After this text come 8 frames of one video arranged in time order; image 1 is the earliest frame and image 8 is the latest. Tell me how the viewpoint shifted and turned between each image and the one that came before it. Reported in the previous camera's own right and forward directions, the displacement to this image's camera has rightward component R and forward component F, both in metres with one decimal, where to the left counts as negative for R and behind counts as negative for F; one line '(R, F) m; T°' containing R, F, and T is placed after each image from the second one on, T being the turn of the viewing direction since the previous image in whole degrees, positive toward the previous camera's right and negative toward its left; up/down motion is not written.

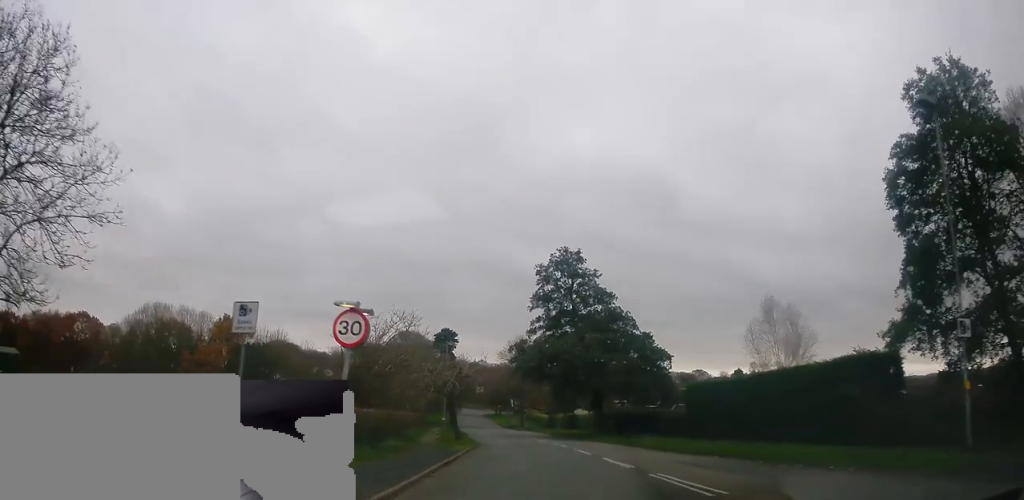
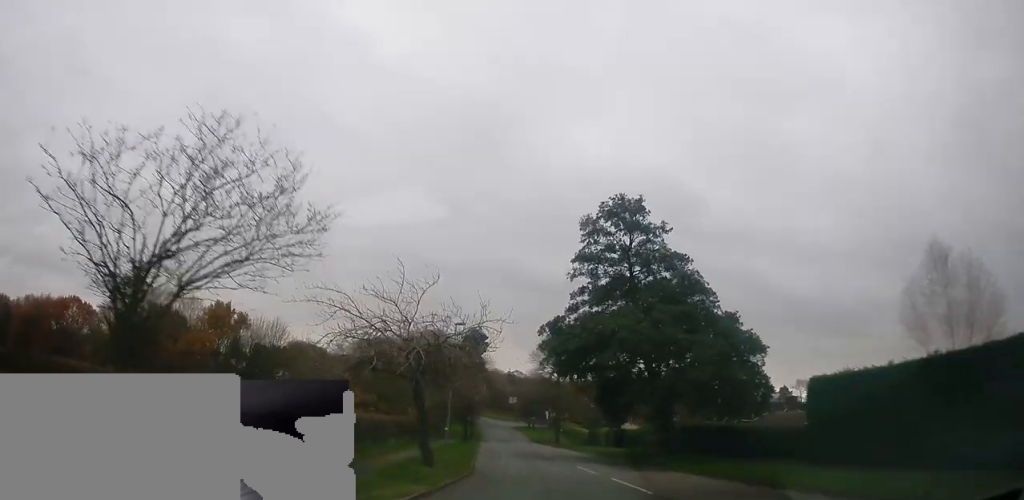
(+0.5, +14.1) m; +2°
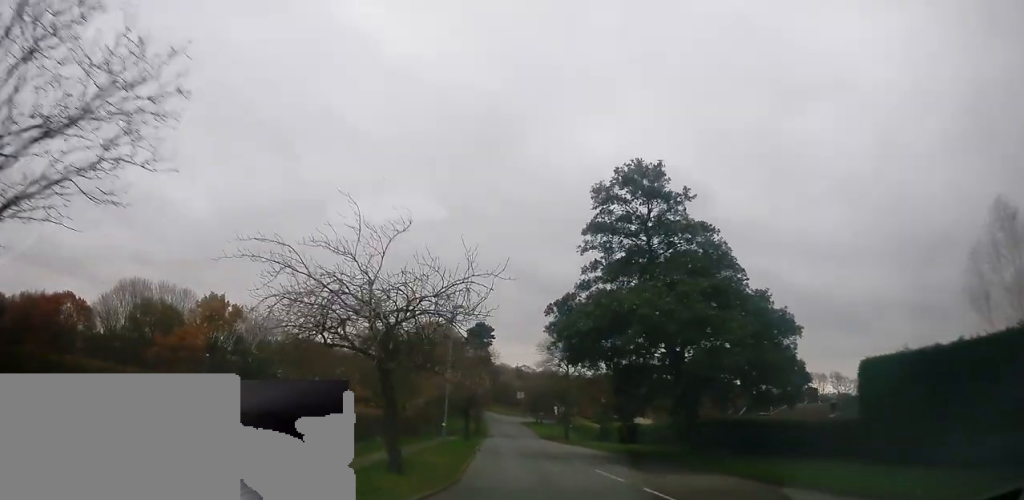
(0.0, +3.8) m; -1°
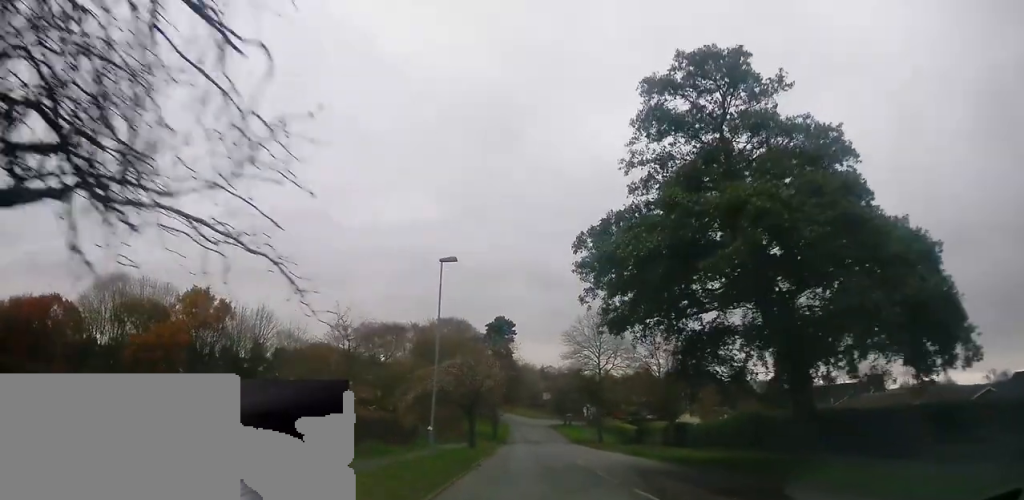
(-0.3, +10.4) m; -4°
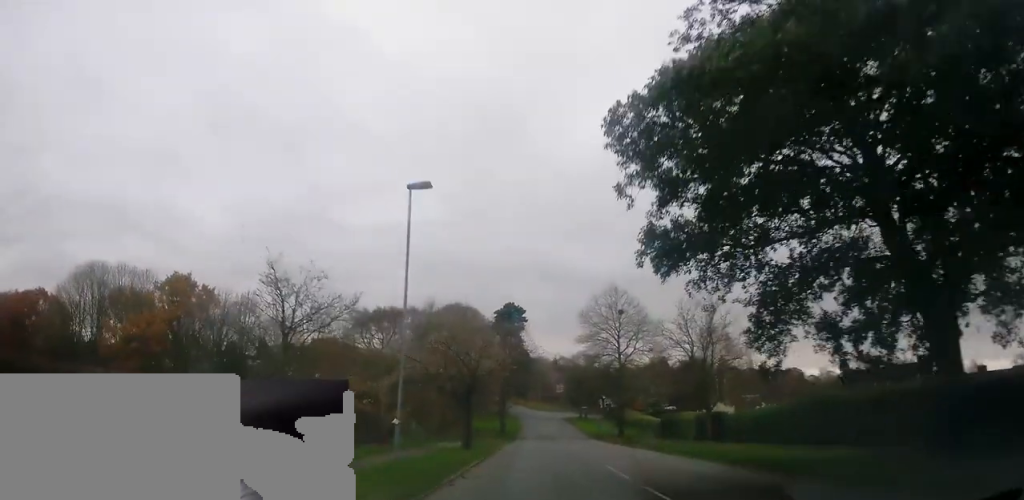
(-0.3, +7.3) m; -1°
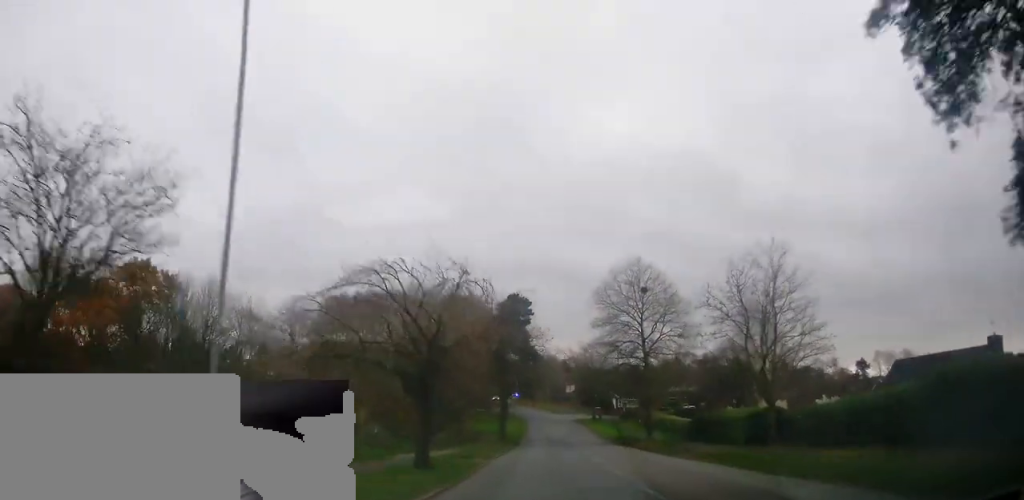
(+0.2, +10.1) m; 0°
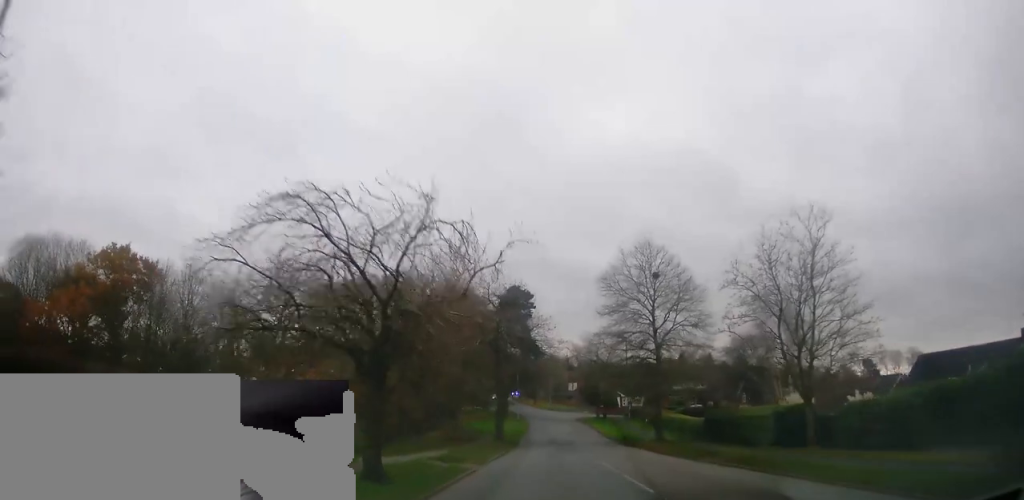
(-0.1, +4.2) m; -2°
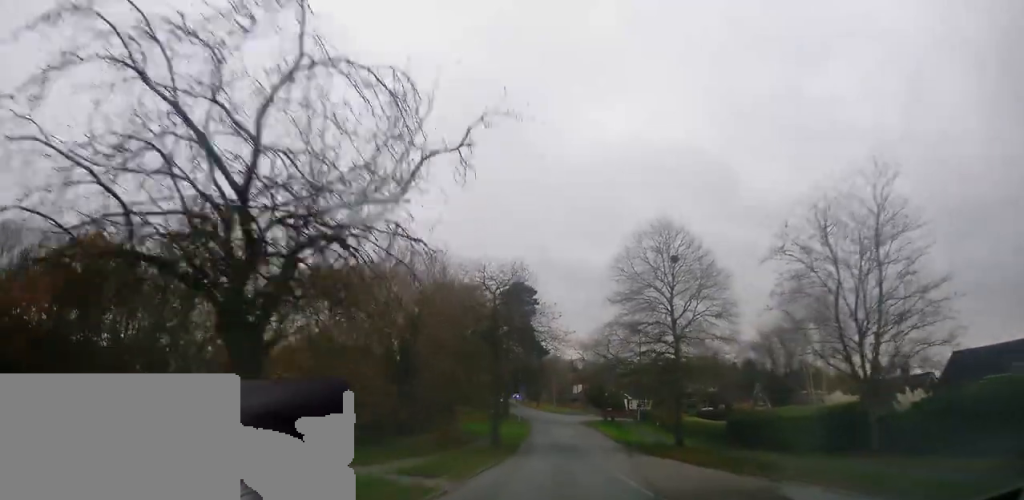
(0.0, +5.5) m; -2°
